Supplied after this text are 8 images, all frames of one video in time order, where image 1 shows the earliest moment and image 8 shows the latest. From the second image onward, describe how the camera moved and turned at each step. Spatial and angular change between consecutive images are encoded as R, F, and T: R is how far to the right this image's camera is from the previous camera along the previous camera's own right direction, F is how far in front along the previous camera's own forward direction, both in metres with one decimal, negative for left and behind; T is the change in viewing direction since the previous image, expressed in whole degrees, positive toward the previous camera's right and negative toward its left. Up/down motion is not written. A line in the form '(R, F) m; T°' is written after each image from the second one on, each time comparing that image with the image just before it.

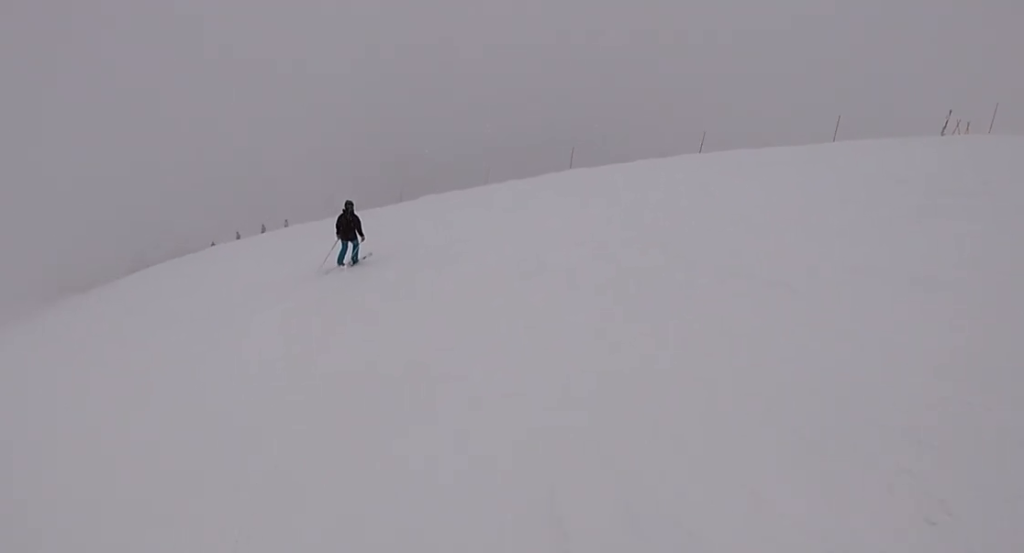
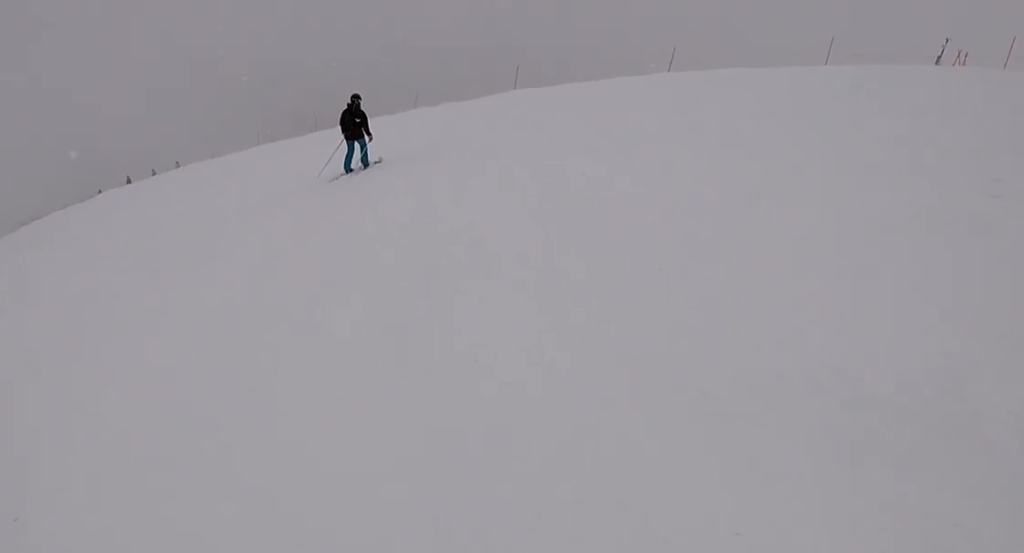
(-0.6, +6.0) m; -13°
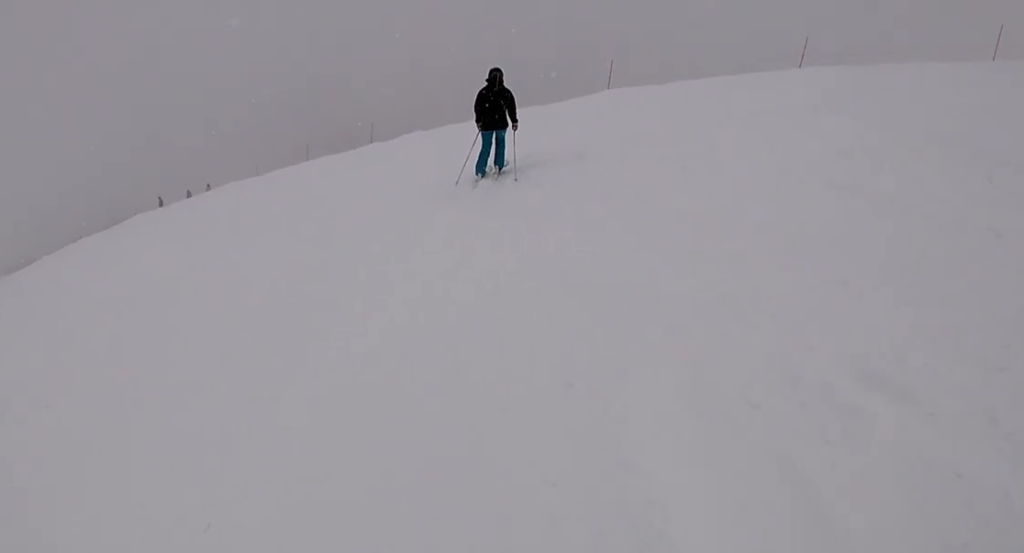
(0.0, +6.4) m; +2°
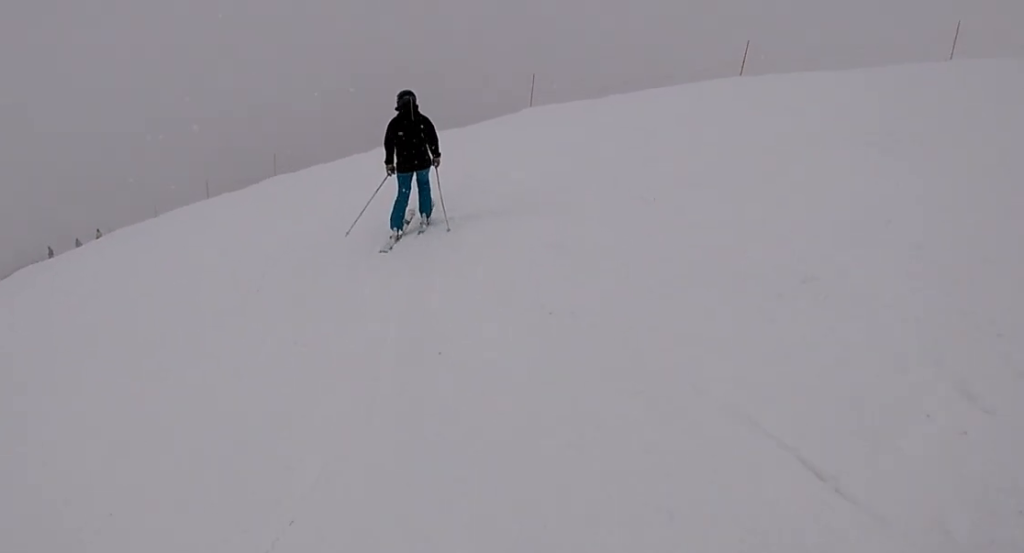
(-0.1, +3.6) m; +6°
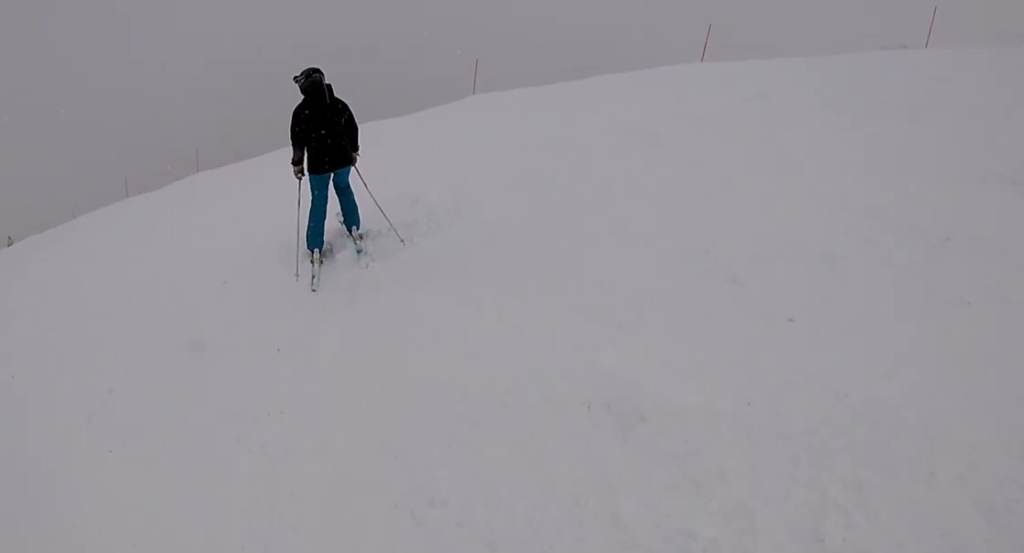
(+0.4, +2.3) m; 0°
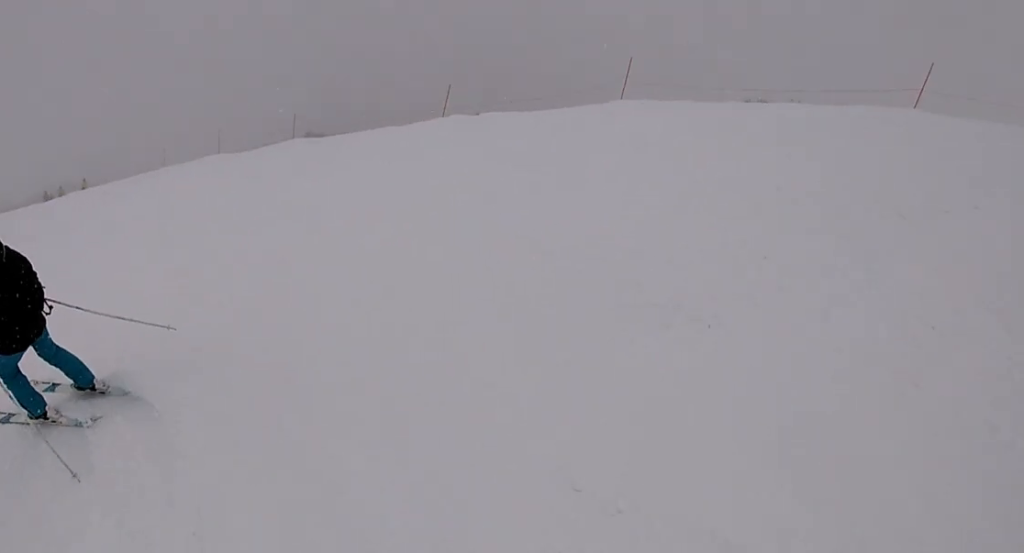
(-0.4, +5.7) m; -32°
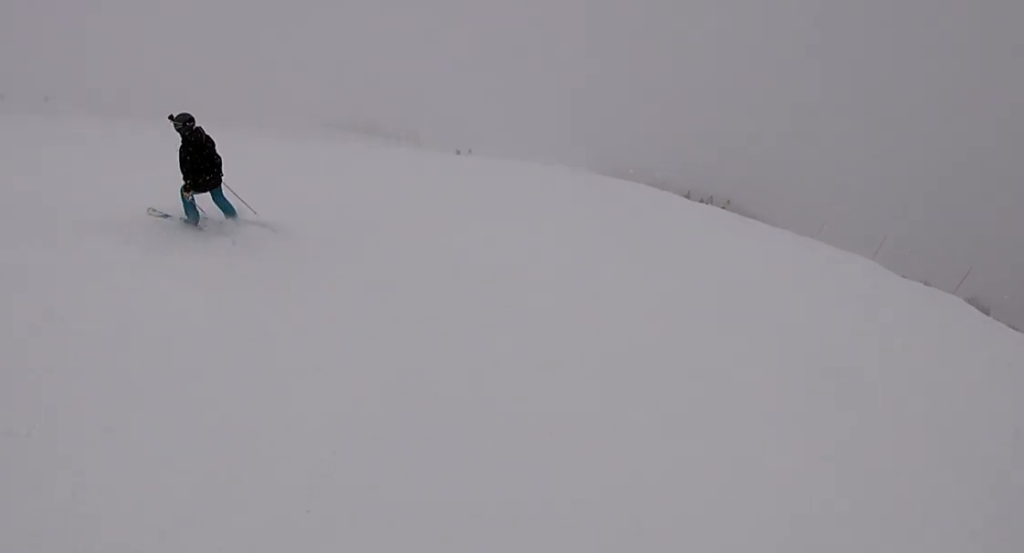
(-1.8, +3.6) m; -42°
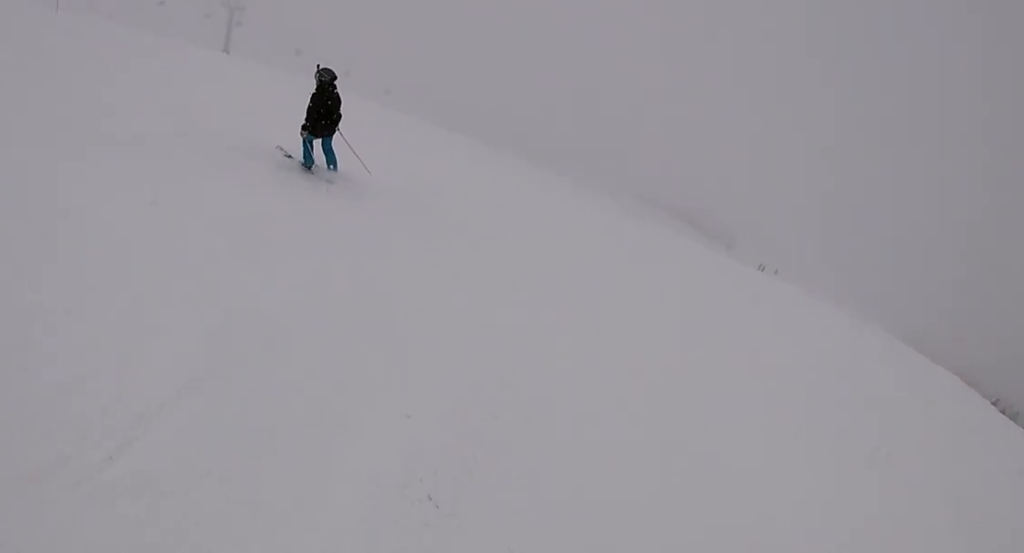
(-0.7, +1.8) m; -35°
